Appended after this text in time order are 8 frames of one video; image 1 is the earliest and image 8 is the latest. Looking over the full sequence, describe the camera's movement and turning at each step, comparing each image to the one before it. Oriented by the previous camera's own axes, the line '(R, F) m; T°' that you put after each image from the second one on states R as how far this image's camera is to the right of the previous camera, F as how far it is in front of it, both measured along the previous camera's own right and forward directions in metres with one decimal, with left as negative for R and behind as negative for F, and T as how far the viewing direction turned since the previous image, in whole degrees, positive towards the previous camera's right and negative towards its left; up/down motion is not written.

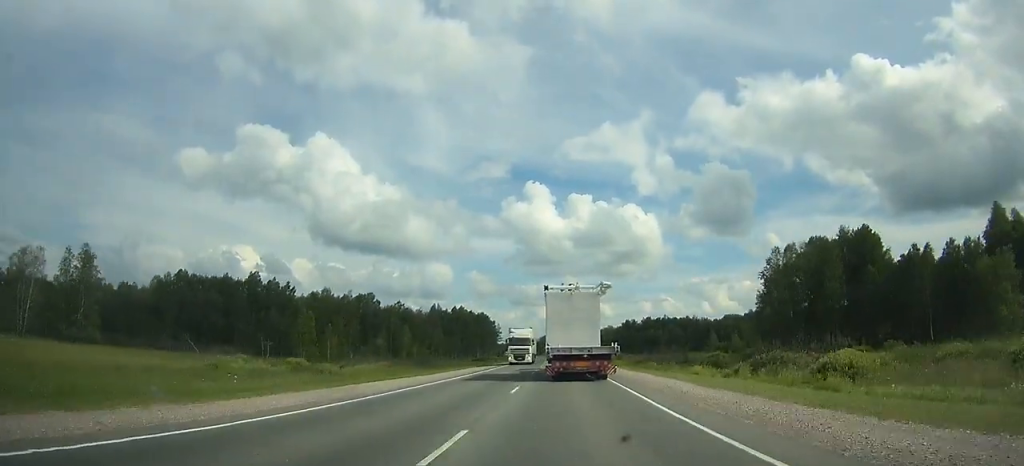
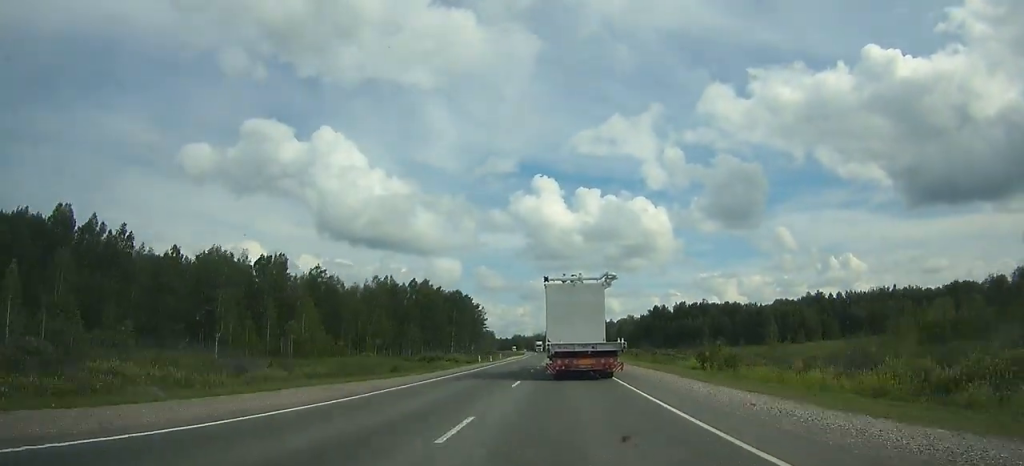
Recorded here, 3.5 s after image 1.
(0.0, +81.9) m; -1°
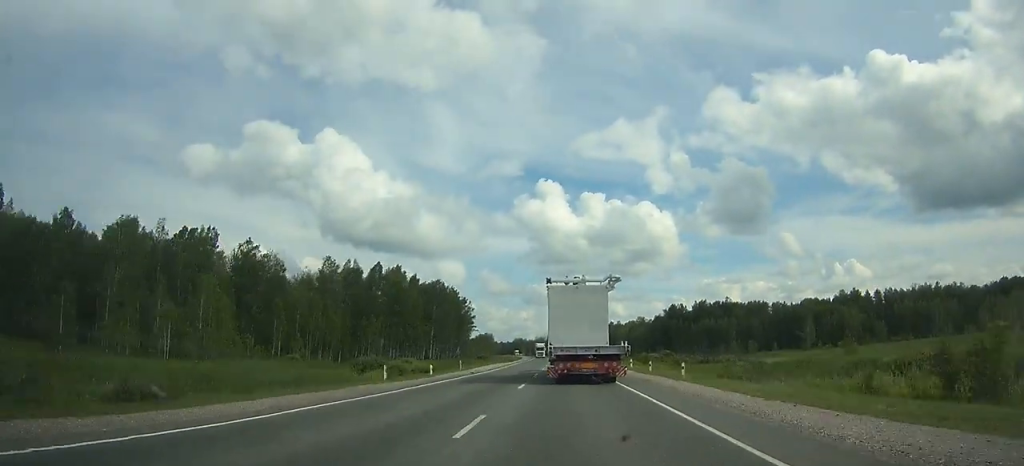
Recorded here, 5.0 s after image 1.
(-0.5, +34.8) m; -1°
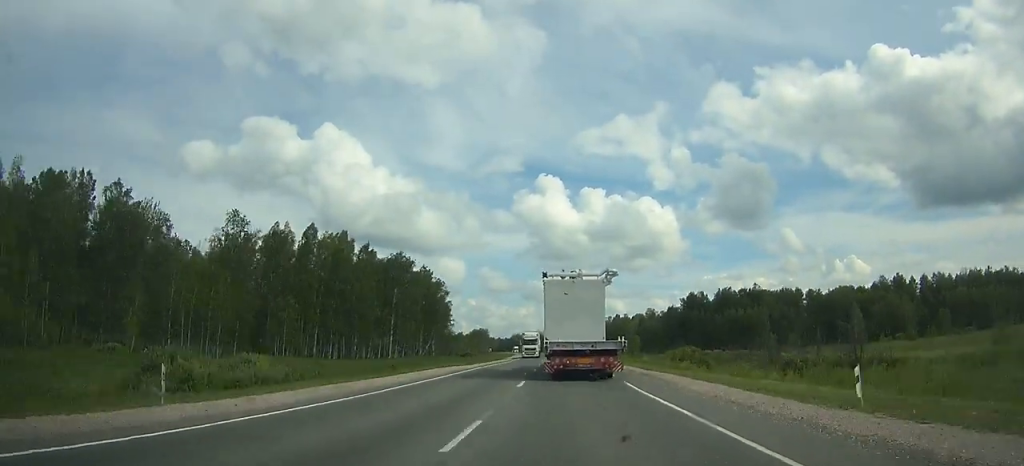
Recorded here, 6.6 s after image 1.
(-0.2, +37.0) m; 0°
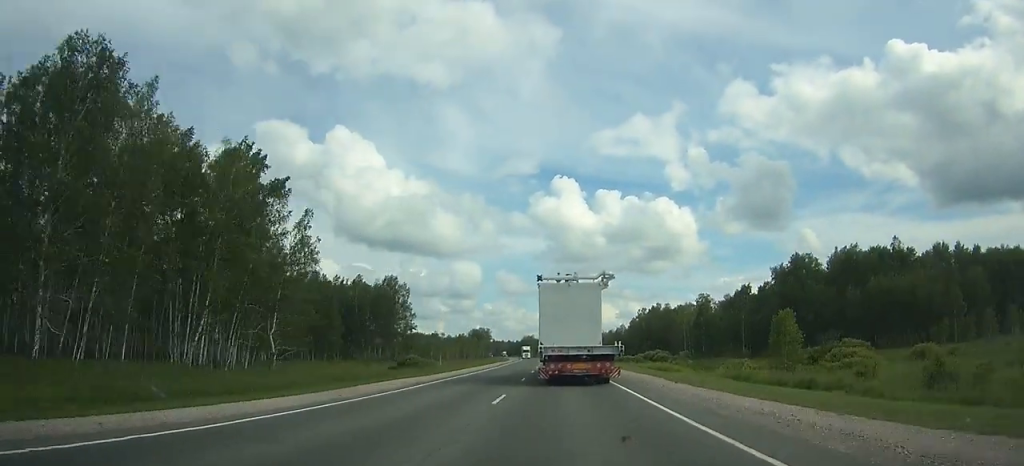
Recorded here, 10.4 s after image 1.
(-0.1, +86.8) m; -1°
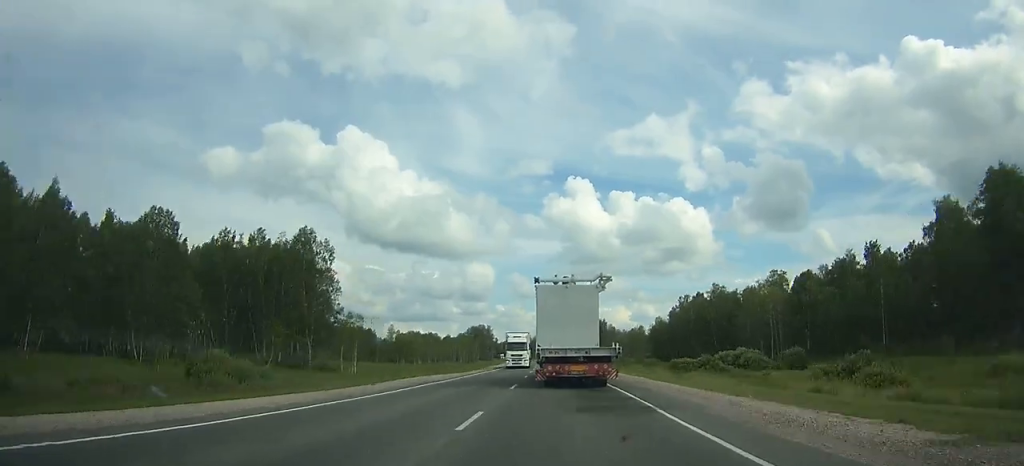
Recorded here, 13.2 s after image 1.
(-0.5, +63.3) m; -2°
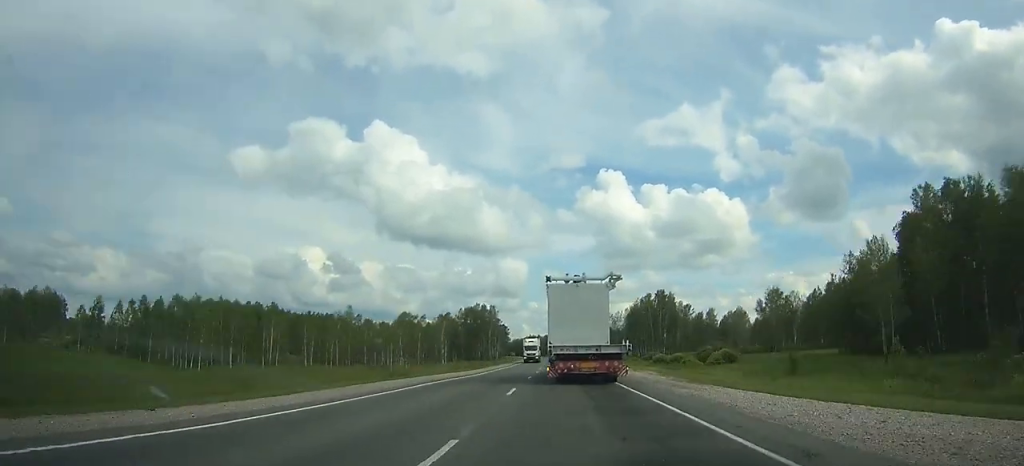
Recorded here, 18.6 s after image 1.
(-4.7, +124.9) m; -3°
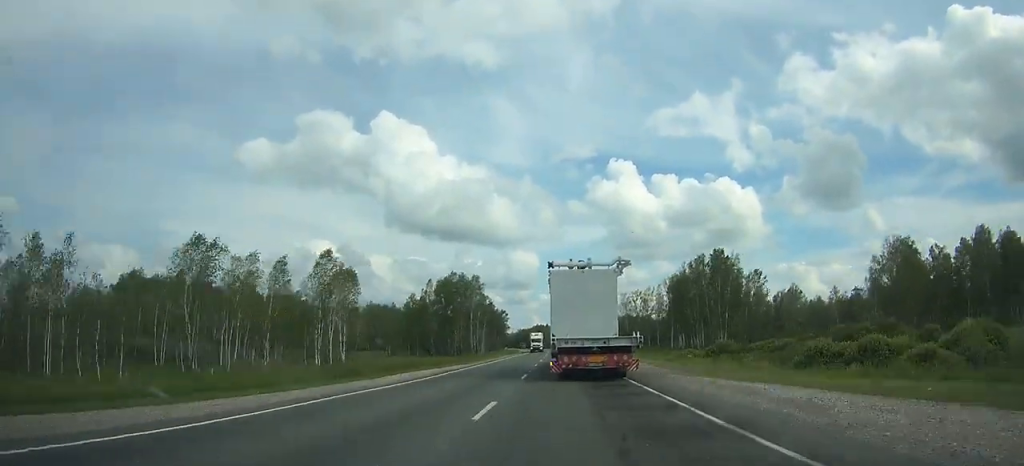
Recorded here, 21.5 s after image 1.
(0.0, +68.9) m; -1°
